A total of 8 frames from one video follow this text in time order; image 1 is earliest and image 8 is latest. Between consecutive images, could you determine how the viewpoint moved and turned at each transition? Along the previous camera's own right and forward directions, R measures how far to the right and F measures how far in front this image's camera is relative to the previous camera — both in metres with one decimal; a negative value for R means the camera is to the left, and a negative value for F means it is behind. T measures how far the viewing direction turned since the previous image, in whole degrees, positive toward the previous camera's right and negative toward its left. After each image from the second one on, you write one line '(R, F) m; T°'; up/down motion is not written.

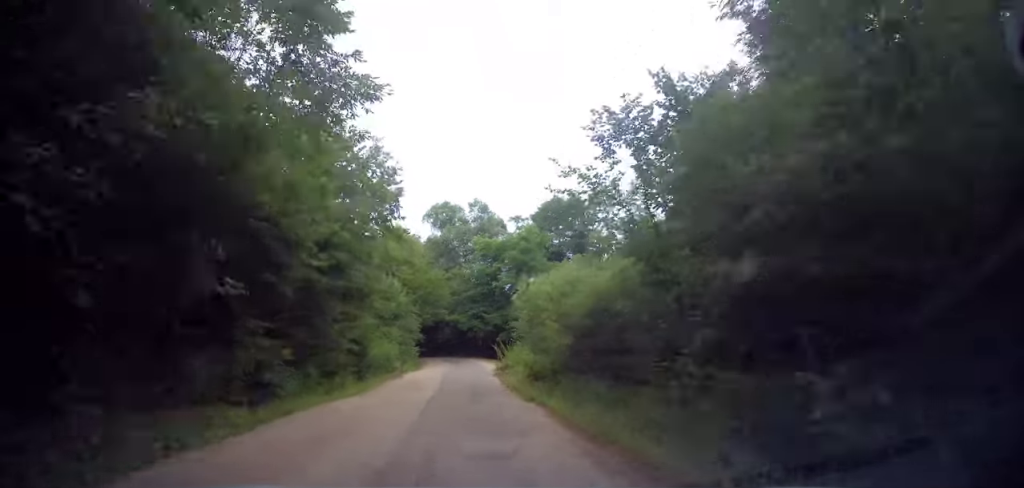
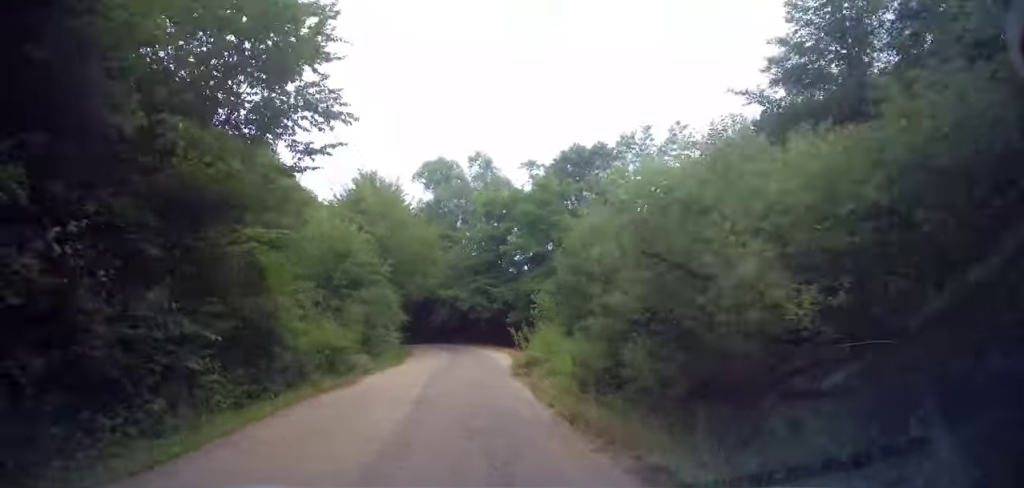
(+0.1, +10.8) m; 0°
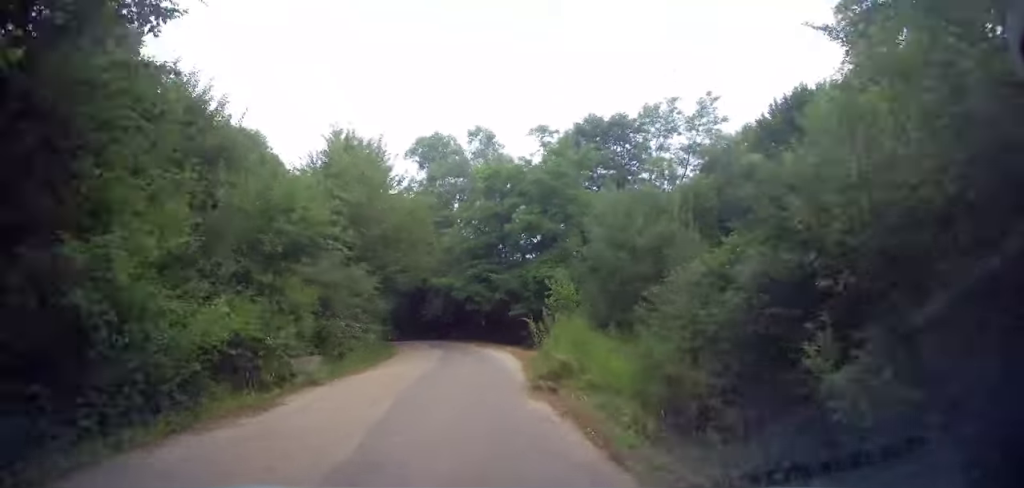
(-0.1, +5.7) m; 0°
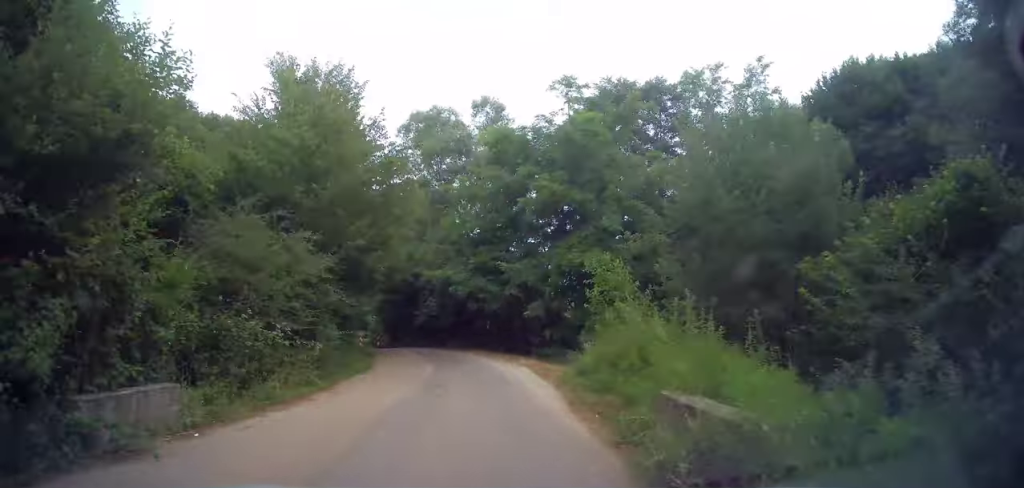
(0.0, +6.9) m; 0°
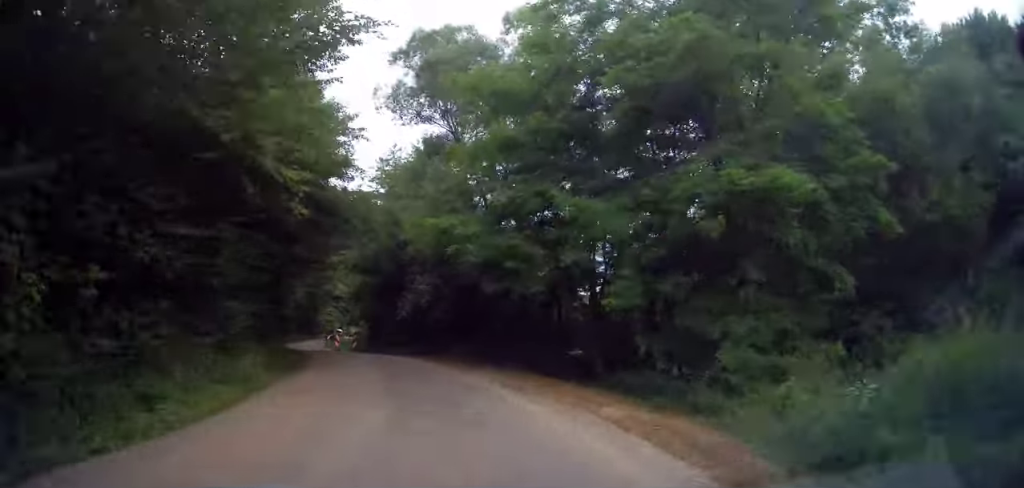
(0.0, +11.8) m; -3°
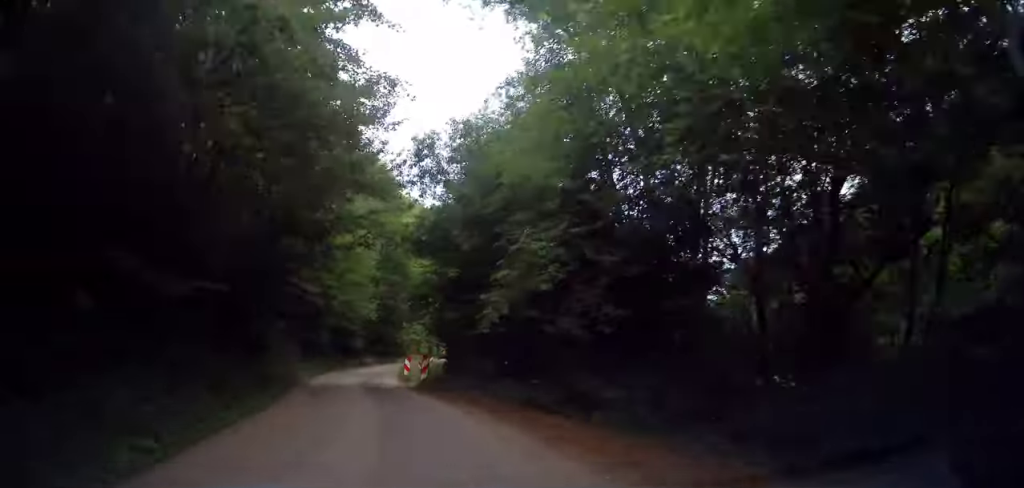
(-0.8, +11.9) m; -9°
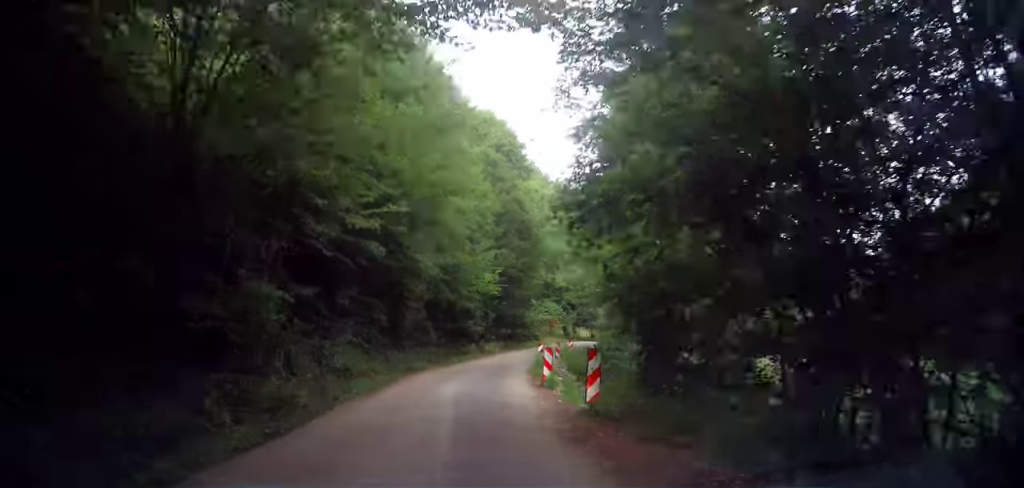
(-1.0, +11.0) m; -8°
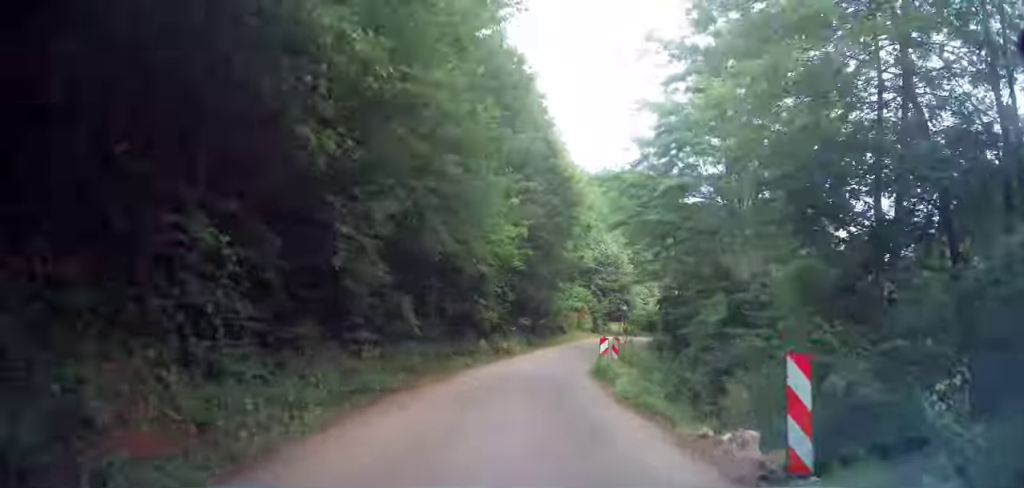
(-0.6, +12.1) m; -1°
